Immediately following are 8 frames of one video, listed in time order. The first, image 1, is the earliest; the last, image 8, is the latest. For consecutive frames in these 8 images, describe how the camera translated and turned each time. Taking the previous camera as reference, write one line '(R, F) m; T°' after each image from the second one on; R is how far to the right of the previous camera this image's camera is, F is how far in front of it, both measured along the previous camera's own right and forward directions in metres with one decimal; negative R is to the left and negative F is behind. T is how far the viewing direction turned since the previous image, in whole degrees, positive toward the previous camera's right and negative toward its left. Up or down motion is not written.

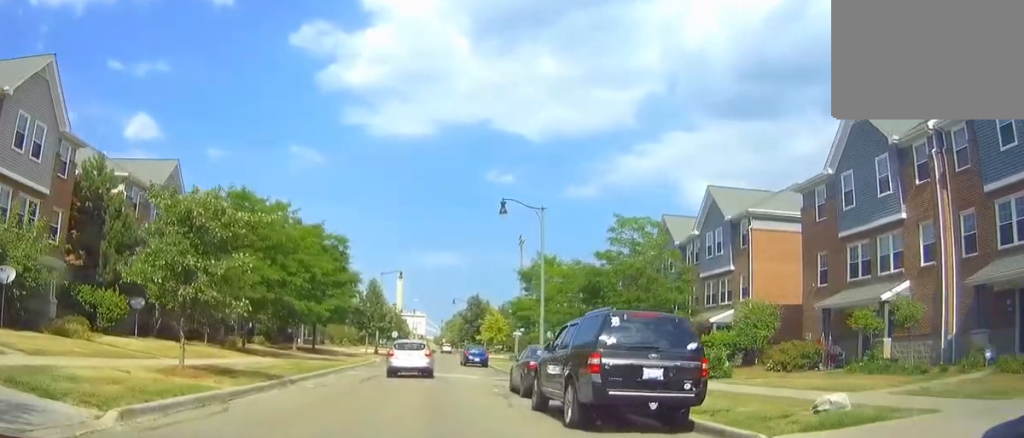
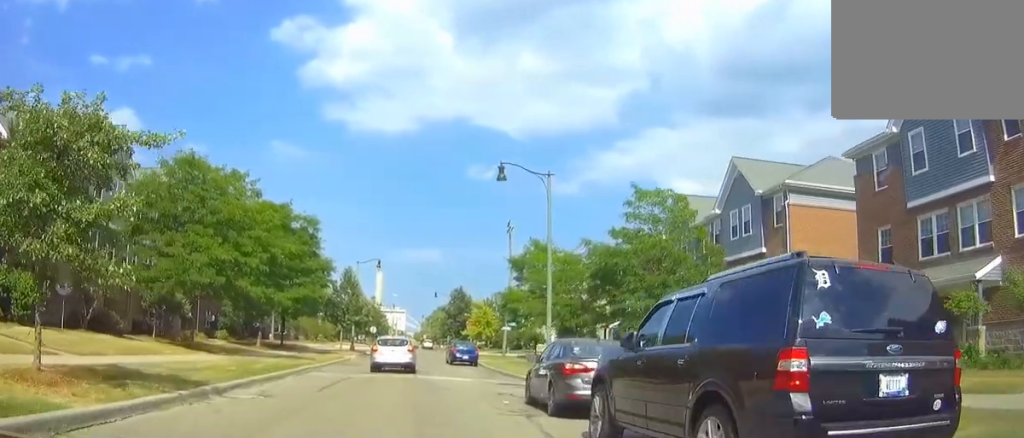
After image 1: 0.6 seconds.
(+0.2, +6.4) m; +2°
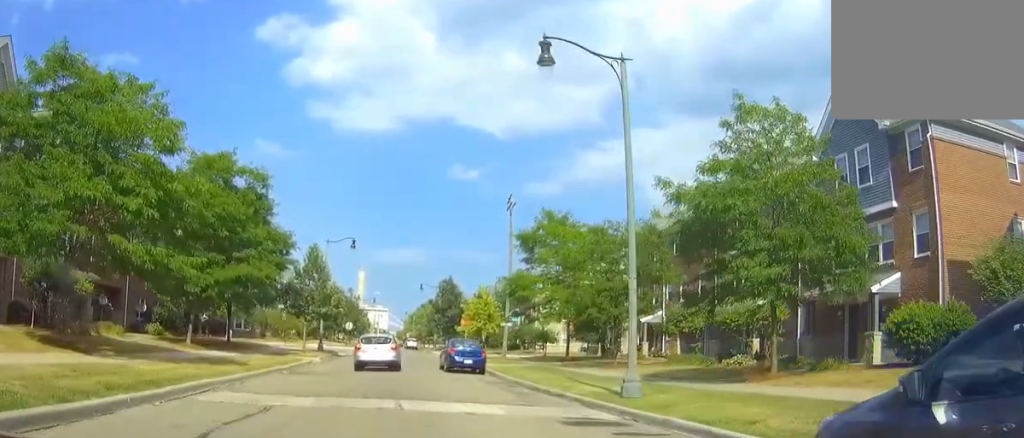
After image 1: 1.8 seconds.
(+0.3, +12.2) m; +2°
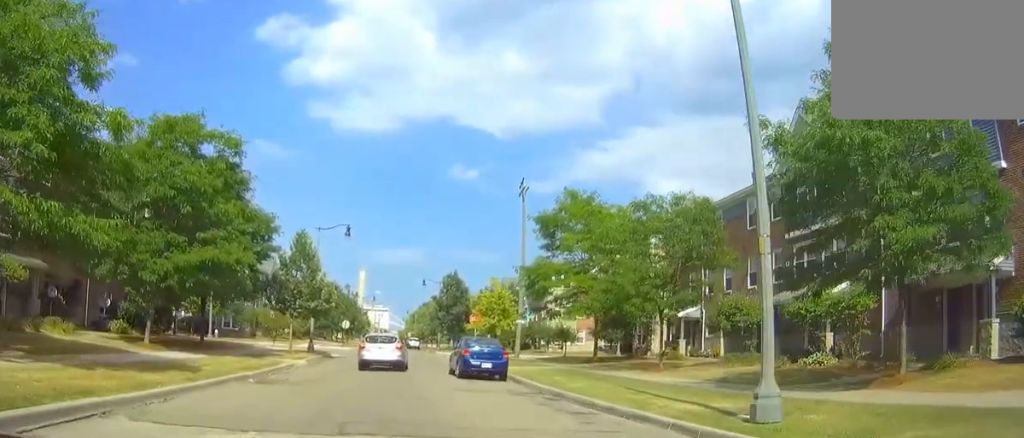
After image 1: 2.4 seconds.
(0.0, +6.1) m; 0°
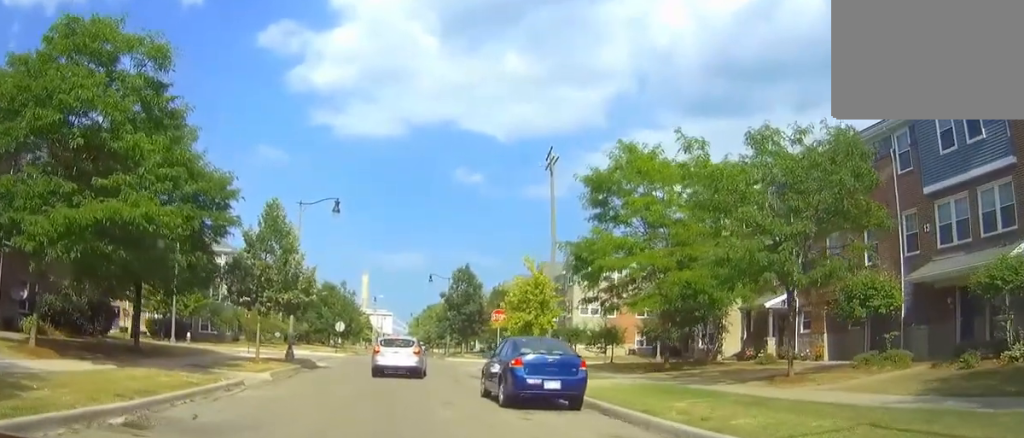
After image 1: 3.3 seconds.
(-0.1, +9.5) m; 0°
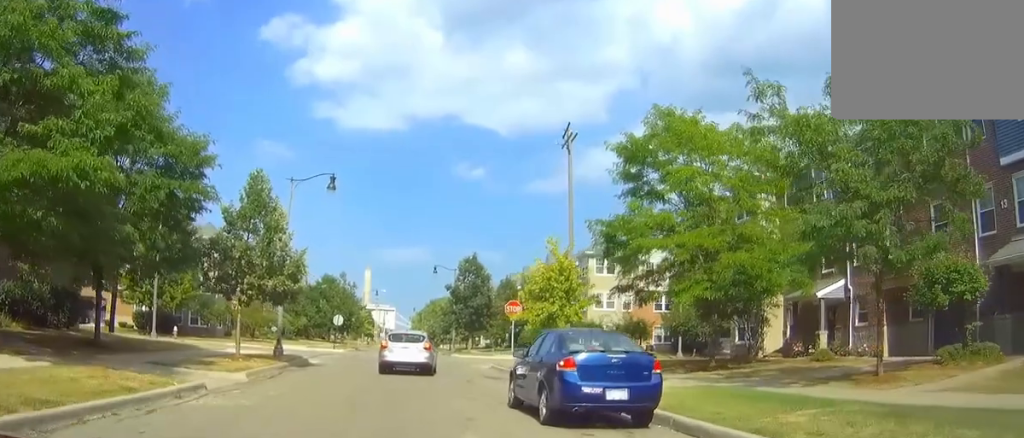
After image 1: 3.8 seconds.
(0.0, +4.1) m; 0°
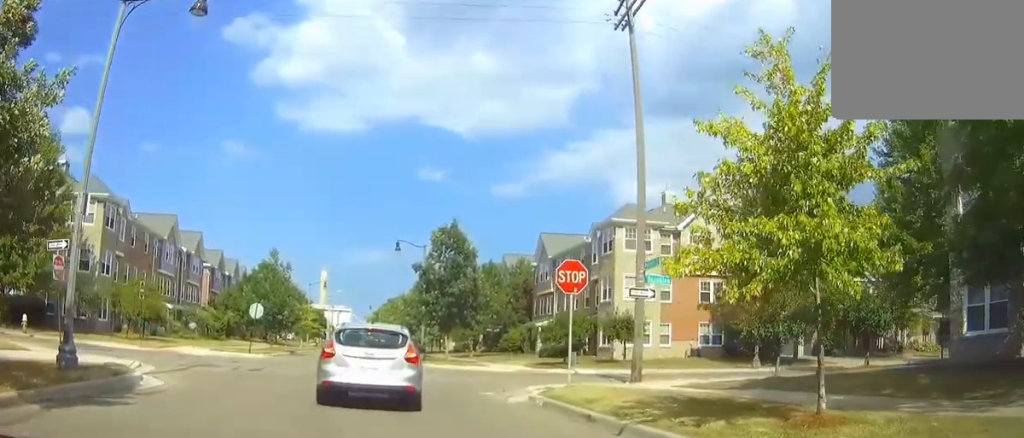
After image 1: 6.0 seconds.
(+0.4, +16.4) m; 0°
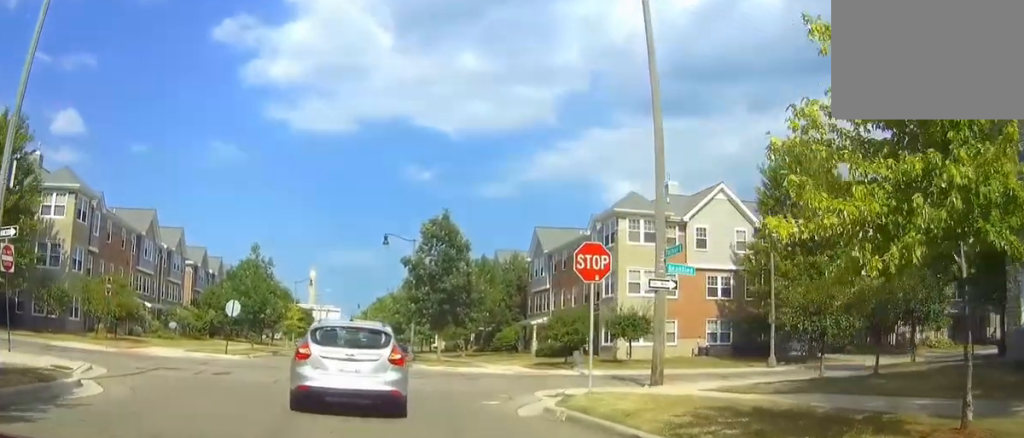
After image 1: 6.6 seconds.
(-0.1, +2.8) m; -1°
